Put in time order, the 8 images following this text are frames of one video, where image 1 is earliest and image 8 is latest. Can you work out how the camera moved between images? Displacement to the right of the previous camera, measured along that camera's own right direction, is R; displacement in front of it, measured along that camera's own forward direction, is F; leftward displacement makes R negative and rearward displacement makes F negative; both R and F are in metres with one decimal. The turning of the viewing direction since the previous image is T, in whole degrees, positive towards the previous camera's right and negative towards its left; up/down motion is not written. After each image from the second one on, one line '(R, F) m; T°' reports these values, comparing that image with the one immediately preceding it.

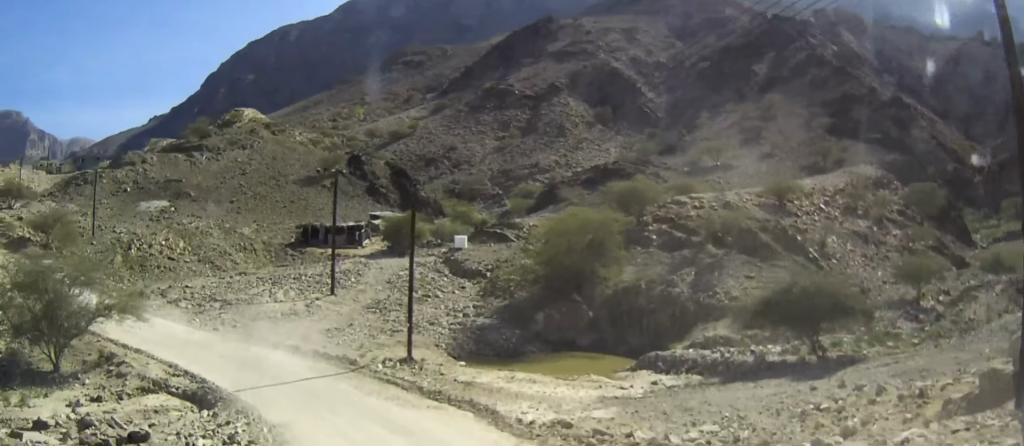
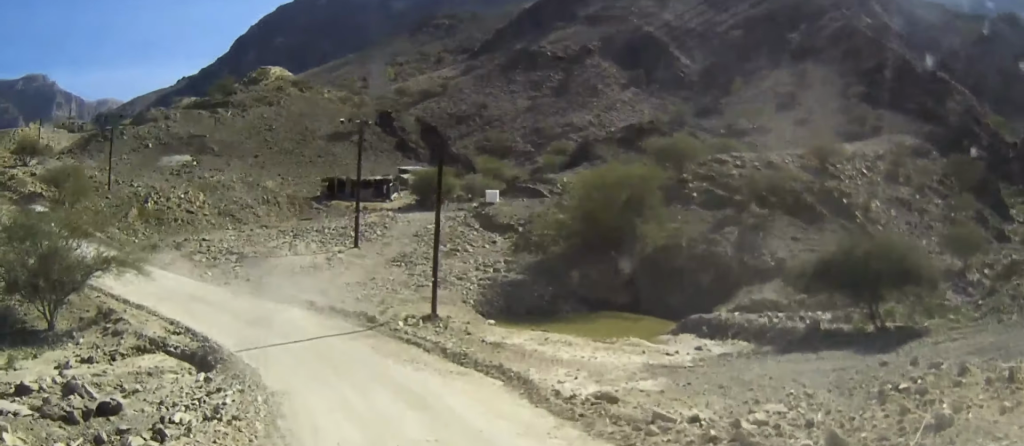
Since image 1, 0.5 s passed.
(-0.1, +2.7) m; -3°
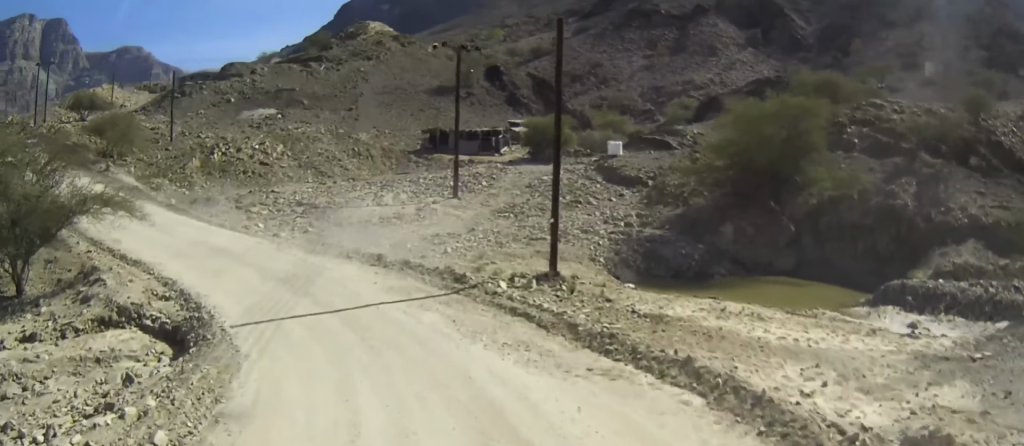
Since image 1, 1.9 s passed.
(-0.6, +8.5) m; -10°
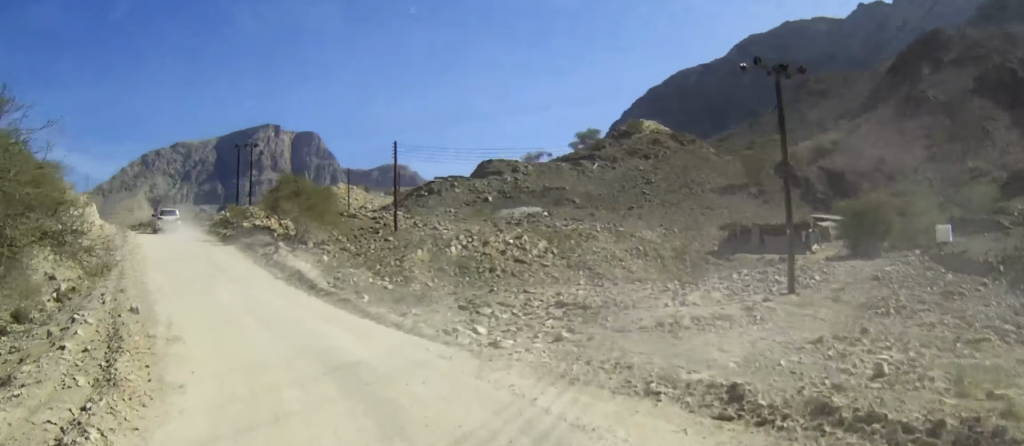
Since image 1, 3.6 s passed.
(-2.0, +13.4) m; -21°
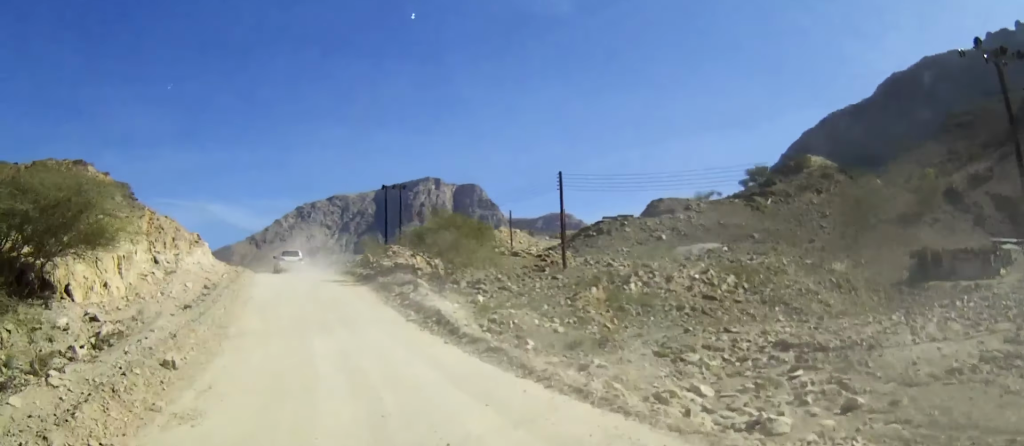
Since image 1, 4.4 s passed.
(-0.9, +6.6) m; -14°
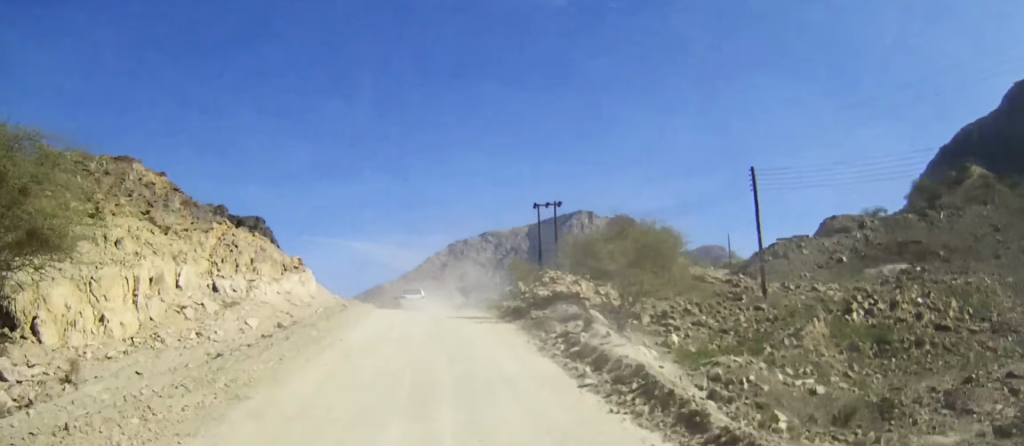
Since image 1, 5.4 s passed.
(-1.4, +8.7) m; -14°
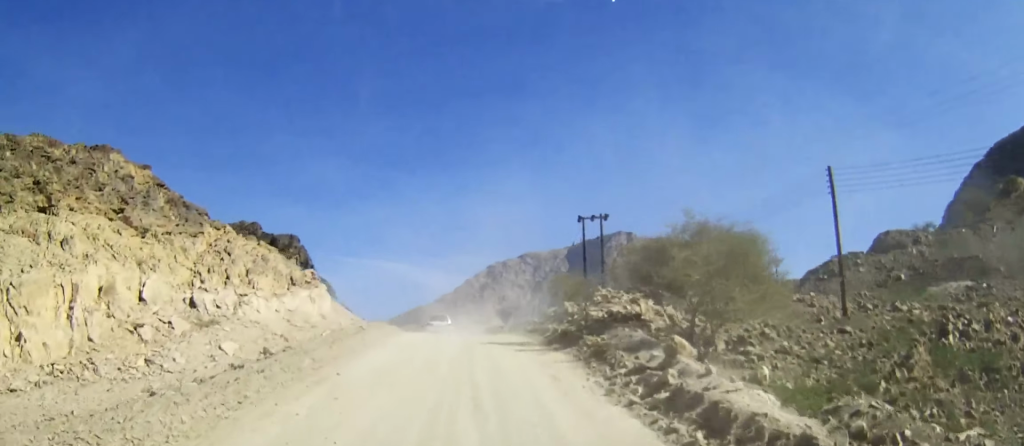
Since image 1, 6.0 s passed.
(-0.2, +4.8) m; -5°
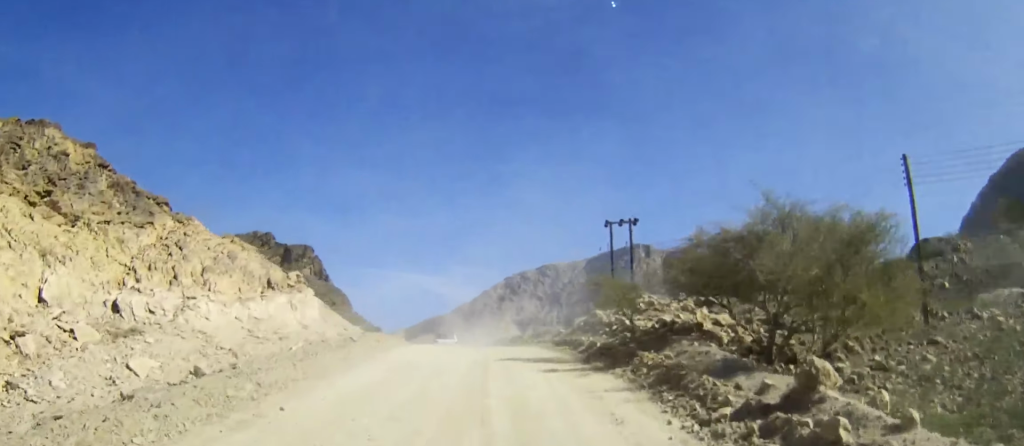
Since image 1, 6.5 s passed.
(-0.3, +4.9) m; -2°
